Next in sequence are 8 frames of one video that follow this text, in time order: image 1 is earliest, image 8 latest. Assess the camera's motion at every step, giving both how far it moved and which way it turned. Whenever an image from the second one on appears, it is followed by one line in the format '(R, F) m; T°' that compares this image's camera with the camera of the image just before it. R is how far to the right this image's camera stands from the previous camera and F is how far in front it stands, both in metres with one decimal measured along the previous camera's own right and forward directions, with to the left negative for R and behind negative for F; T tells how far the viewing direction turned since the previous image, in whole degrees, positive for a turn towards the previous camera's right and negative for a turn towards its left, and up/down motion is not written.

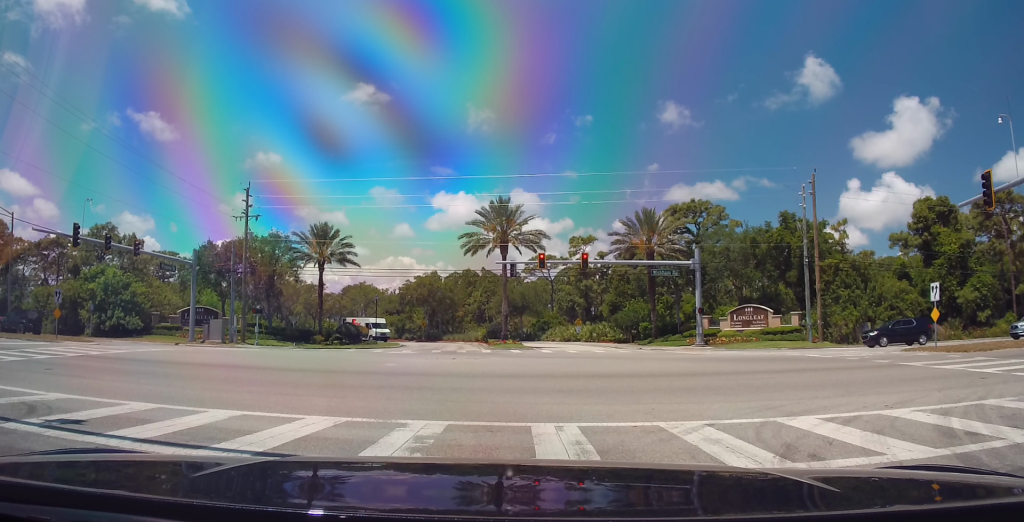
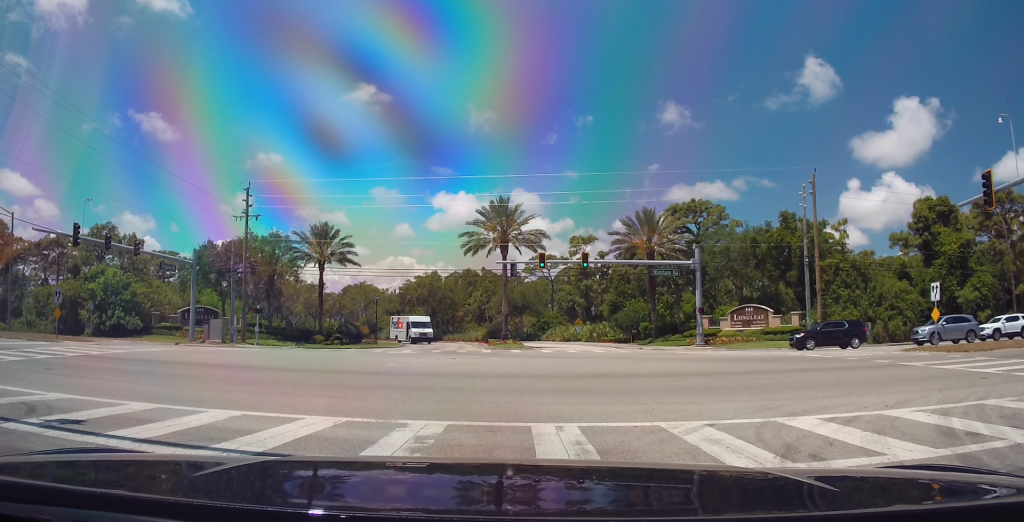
(0.0, 0.0) m; 0°
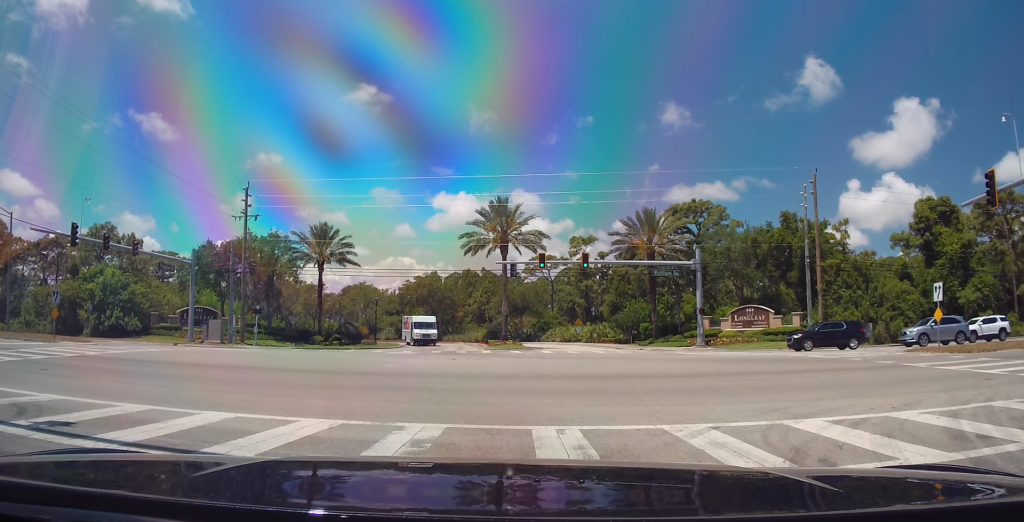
(0.0, 0.0) m; 0°
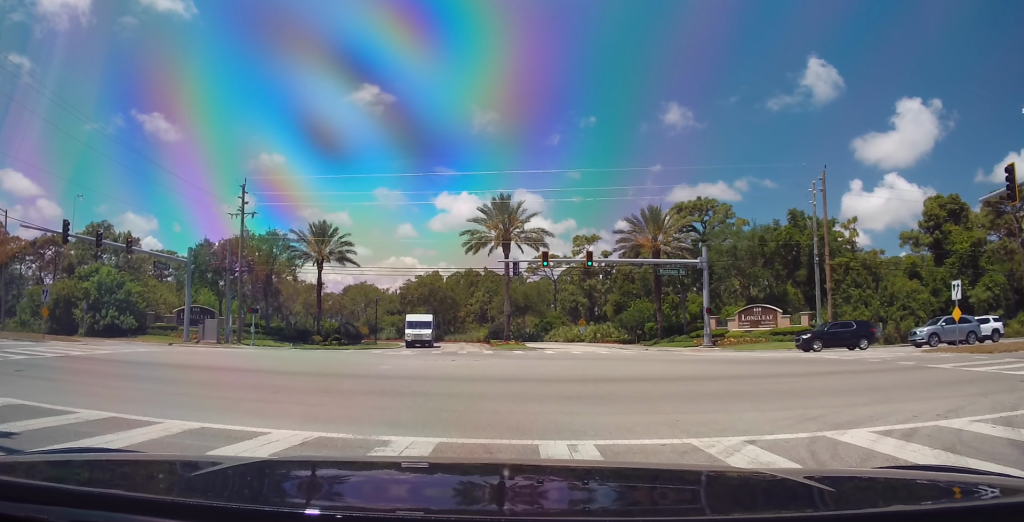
(0.0, 0.0) m; 0°
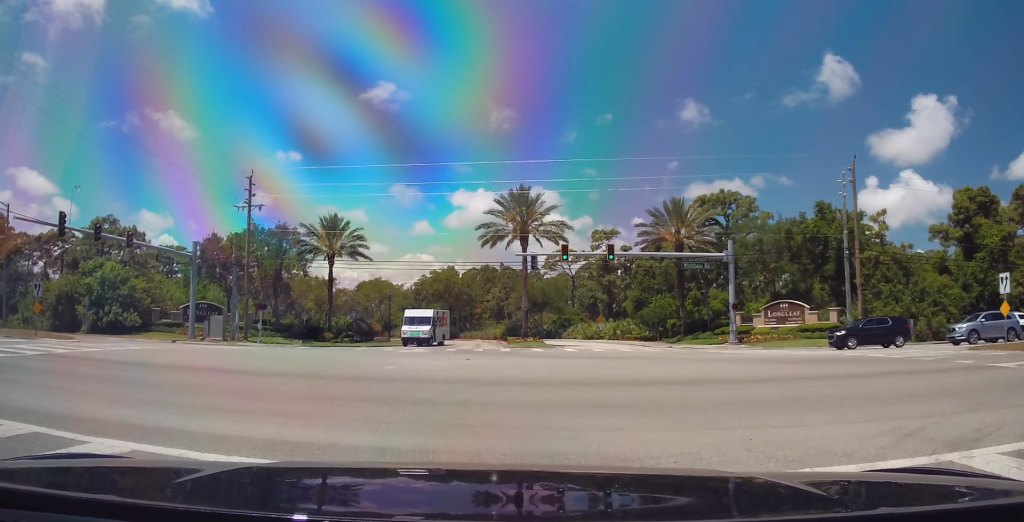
(+0.1, +0.3) m; 0°
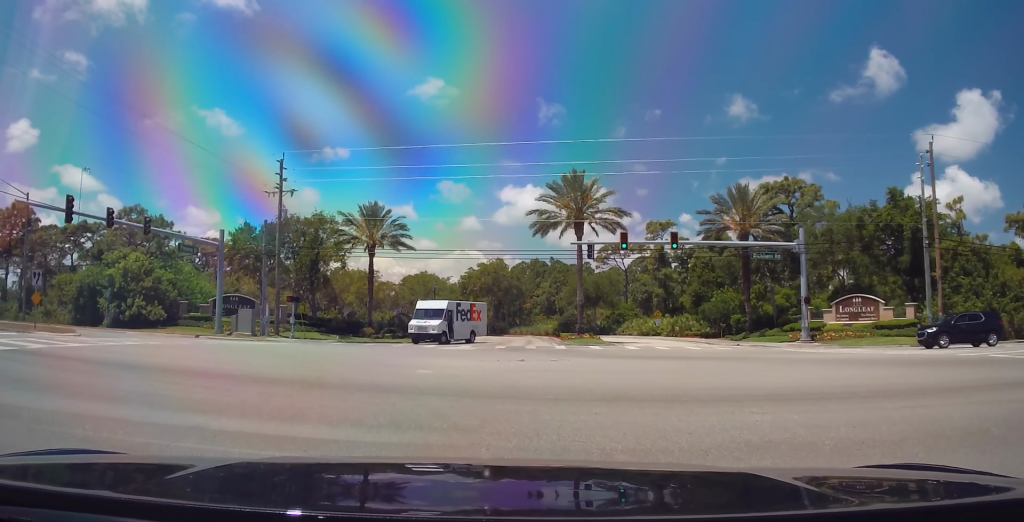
(-0.1, +4.2) m; -2°
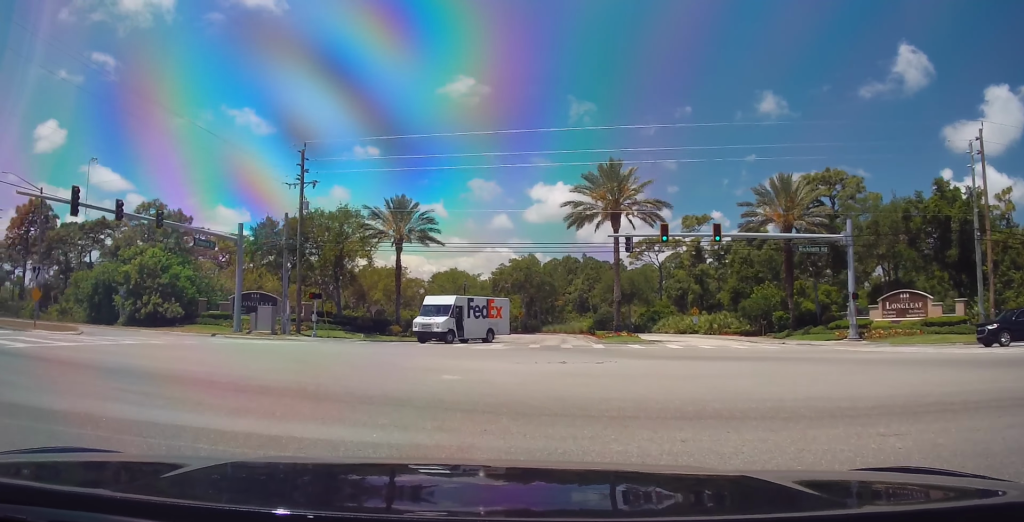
(0.0, +2.4) m; -1°
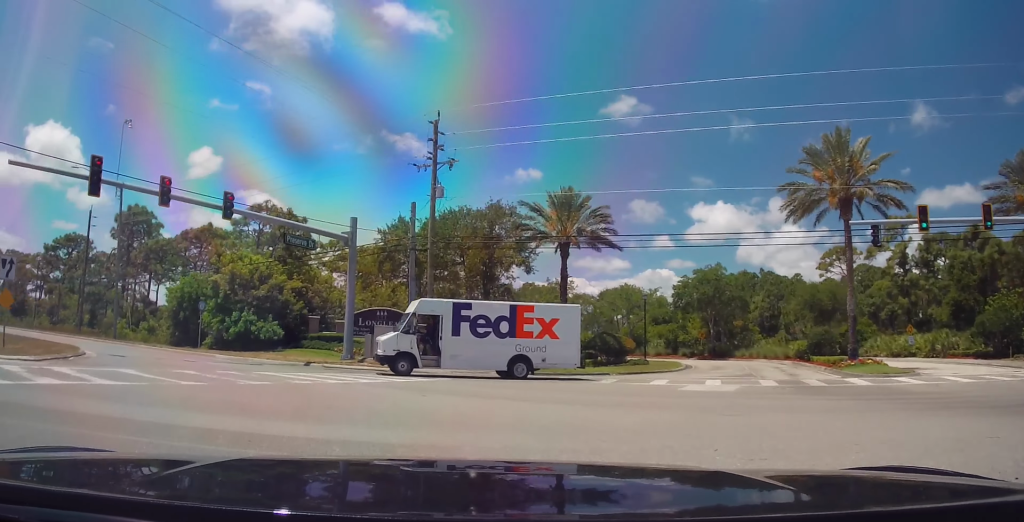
(-0.7, +10.7) m; -14°
